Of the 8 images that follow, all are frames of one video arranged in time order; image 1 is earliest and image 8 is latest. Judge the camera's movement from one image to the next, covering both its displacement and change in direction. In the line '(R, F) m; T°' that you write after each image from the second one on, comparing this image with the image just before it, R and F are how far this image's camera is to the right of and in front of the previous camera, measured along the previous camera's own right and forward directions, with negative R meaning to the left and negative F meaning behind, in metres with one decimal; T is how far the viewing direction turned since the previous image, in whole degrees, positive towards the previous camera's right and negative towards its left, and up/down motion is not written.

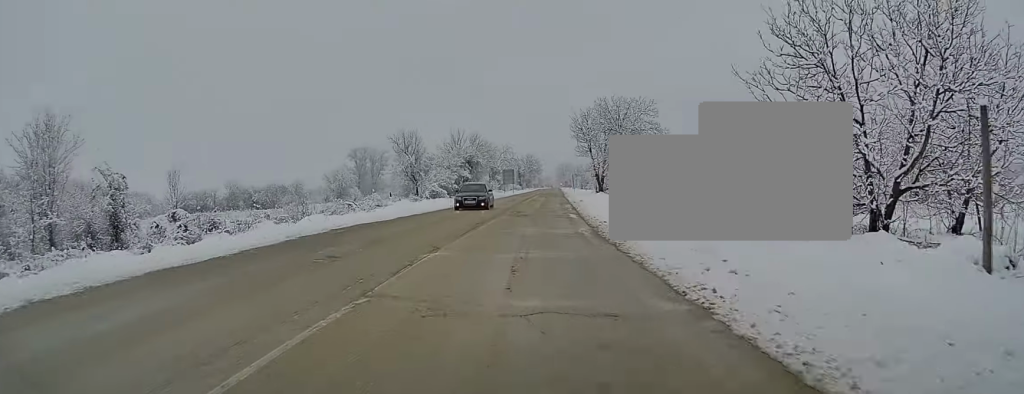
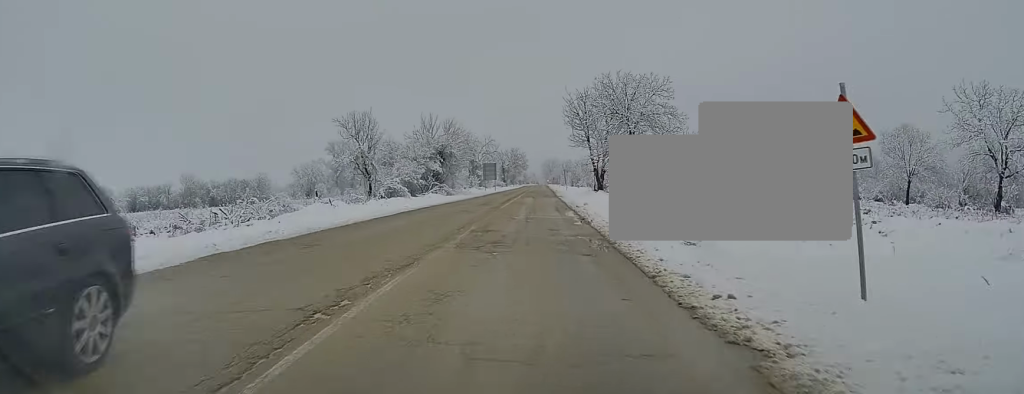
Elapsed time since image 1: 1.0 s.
(+0.5, +16.0) m; +3°
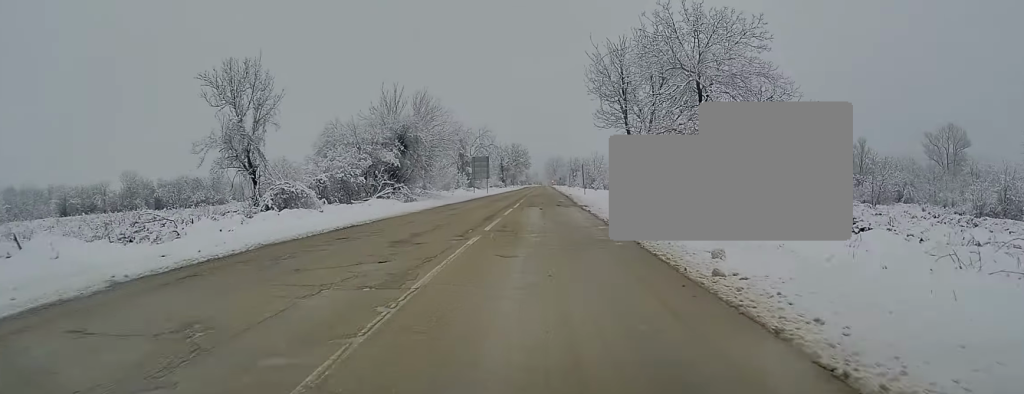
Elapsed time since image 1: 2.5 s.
(+0.6, +25.9) m; +1°
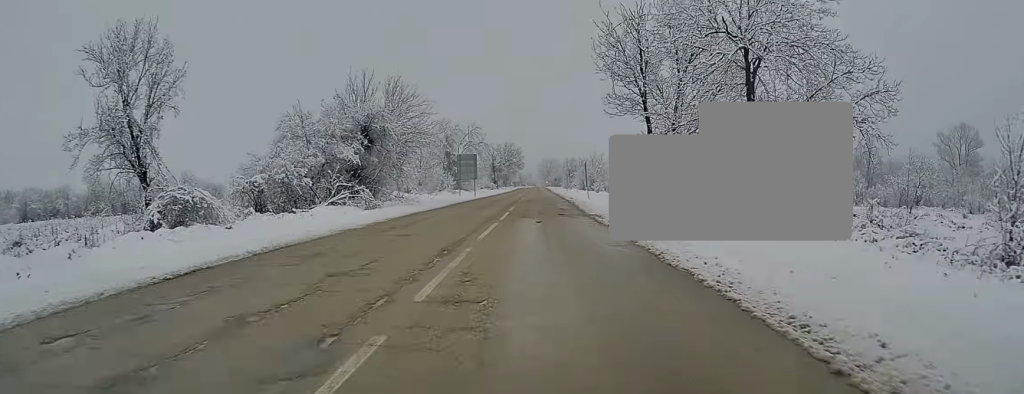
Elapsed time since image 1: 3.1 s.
(0.0, +9.8) m; 0°
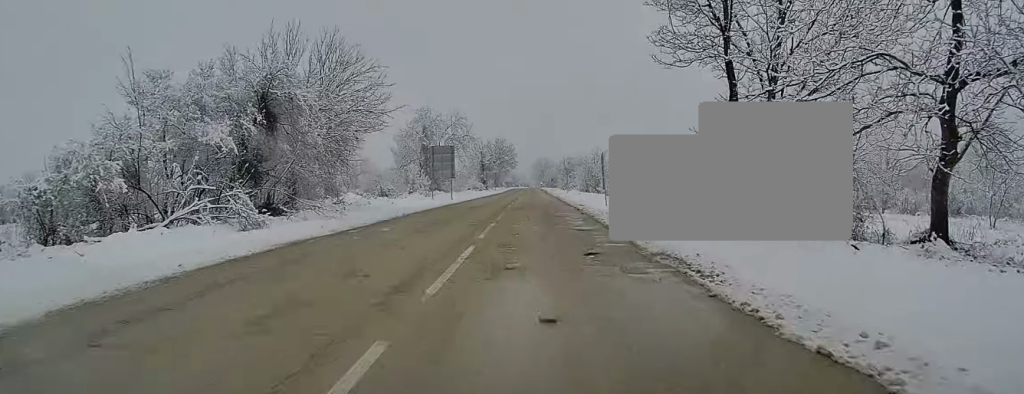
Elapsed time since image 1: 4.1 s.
(0.0, +16.2) m; 0°
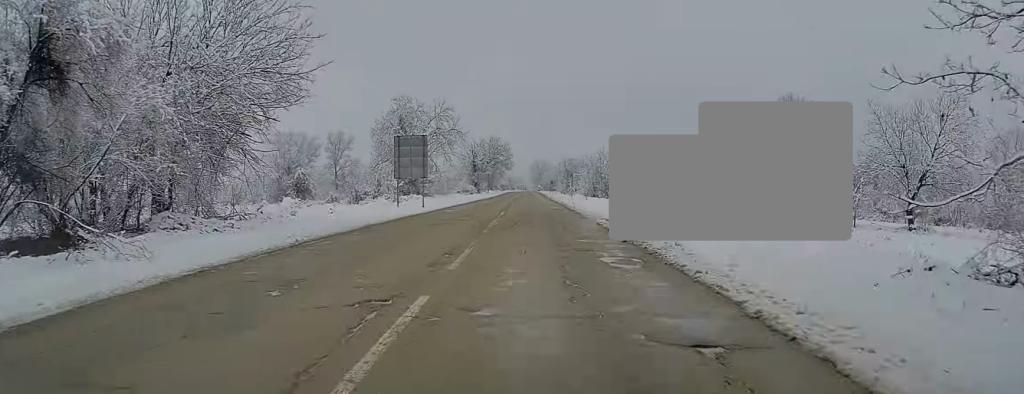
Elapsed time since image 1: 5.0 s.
(0.0, +13.8) m; 0°
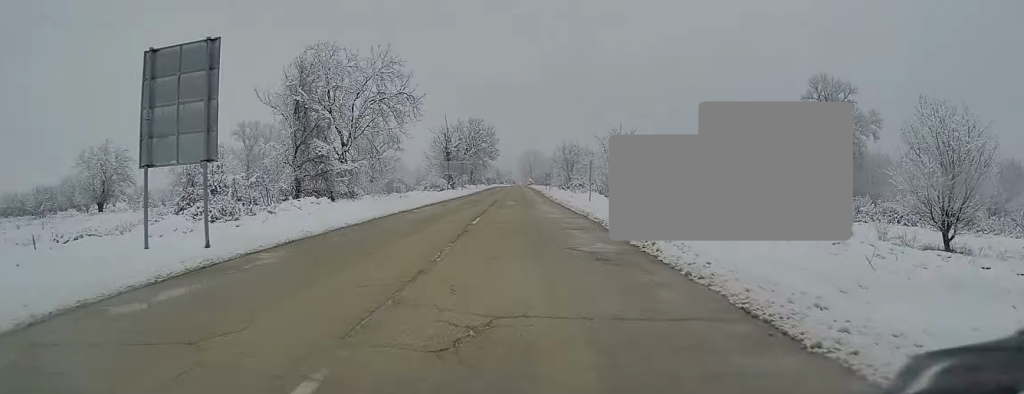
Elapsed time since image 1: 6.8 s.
(+0.2, +27.7) m; +2°
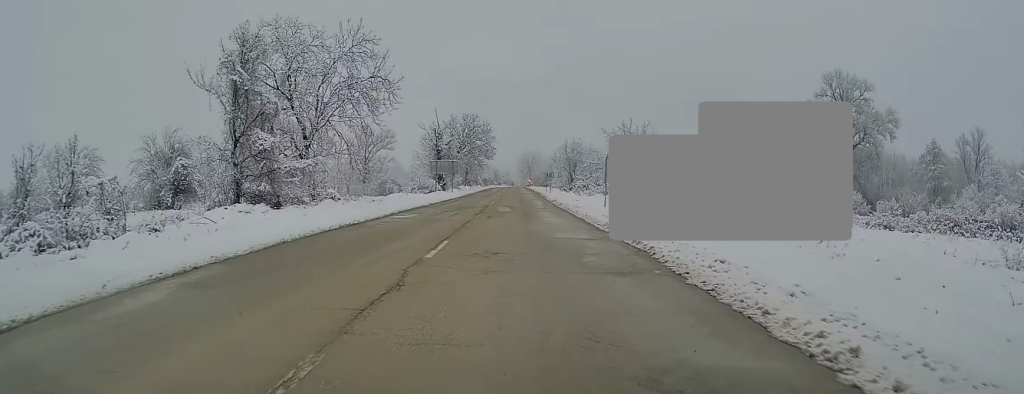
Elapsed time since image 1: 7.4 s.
(+0.2, +8.5) m; 0°
